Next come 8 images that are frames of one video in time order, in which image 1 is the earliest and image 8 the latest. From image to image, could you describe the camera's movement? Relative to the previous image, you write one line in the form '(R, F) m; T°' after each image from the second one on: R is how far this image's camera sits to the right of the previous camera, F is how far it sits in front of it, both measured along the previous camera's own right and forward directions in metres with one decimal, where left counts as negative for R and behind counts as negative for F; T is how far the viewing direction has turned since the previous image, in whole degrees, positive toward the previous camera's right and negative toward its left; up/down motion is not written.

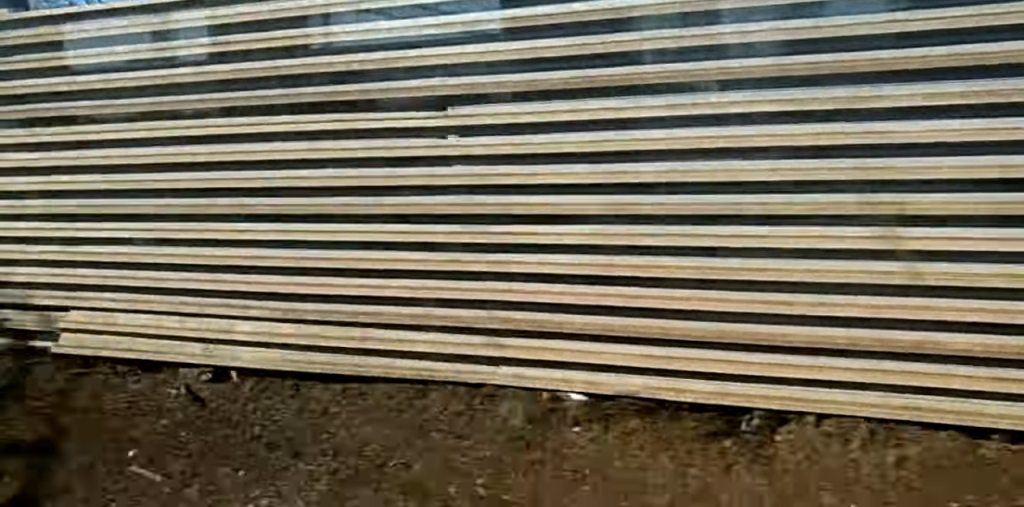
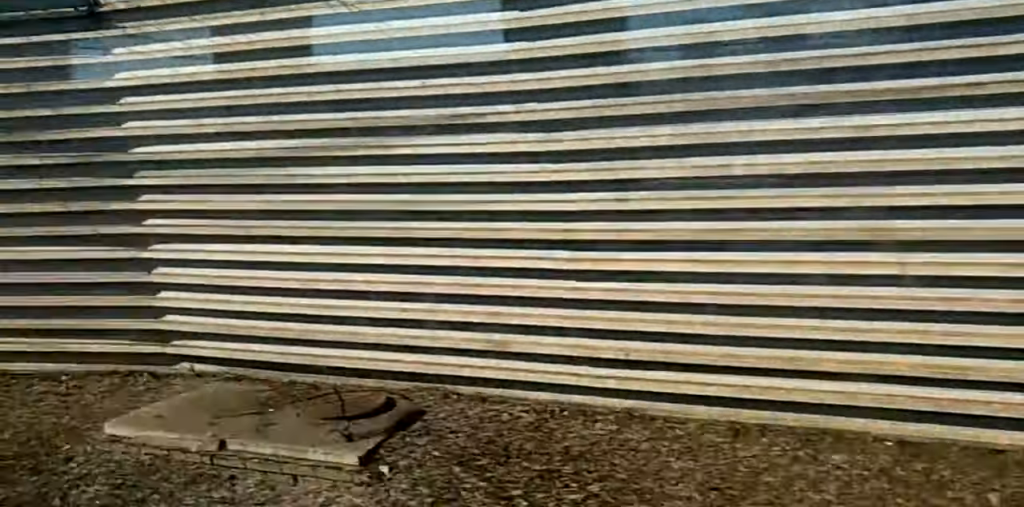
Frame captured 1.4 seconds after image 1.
(0.0, +28.2) m; 0°
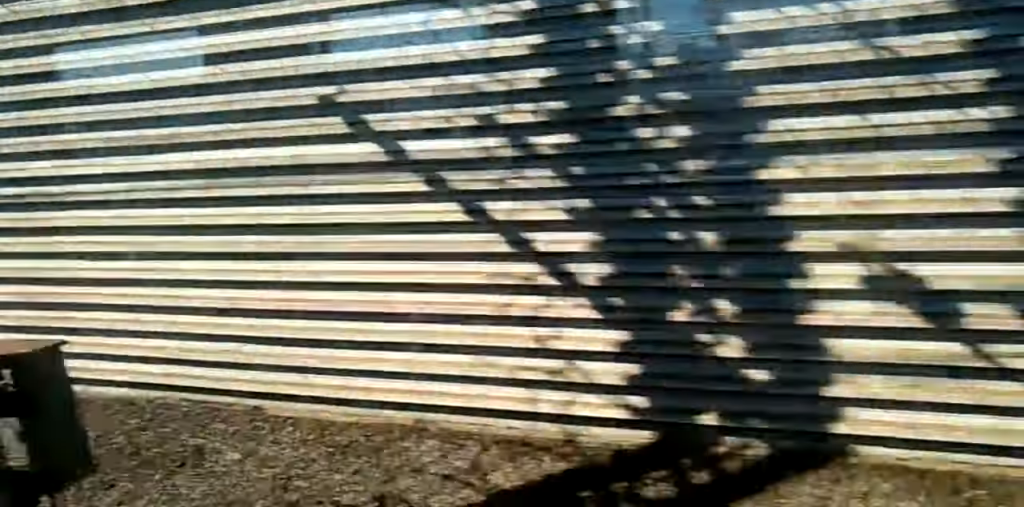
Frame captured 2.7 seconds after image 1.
(0.0, +27.5) m; 0°
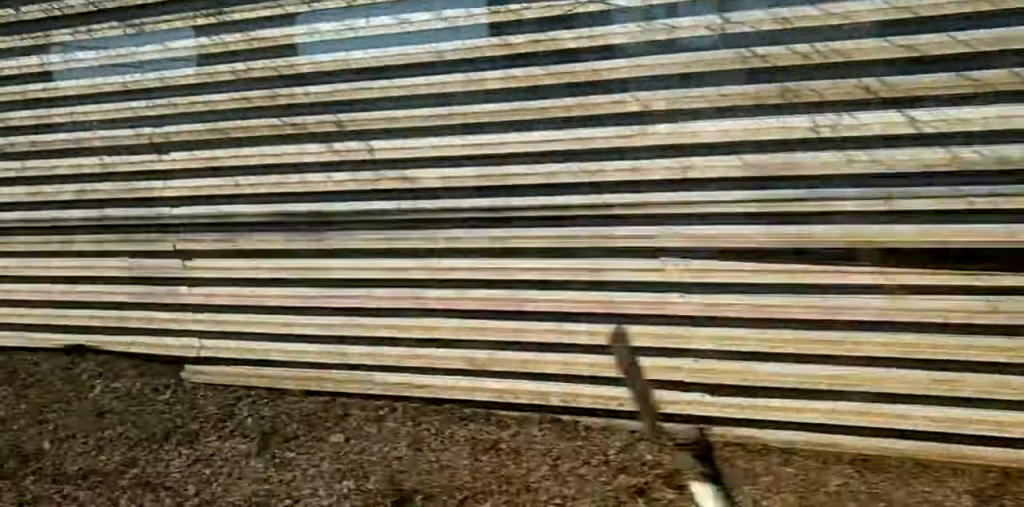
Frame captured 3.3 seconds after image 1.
(0.0, +13.4) m; 0°
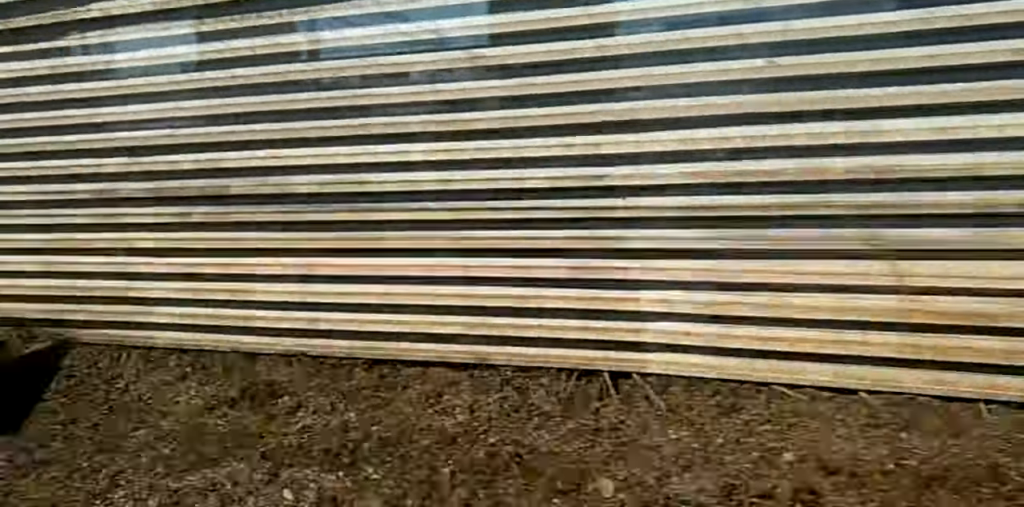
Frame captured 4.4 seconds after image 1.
(0.0, +23.6) m; -1°
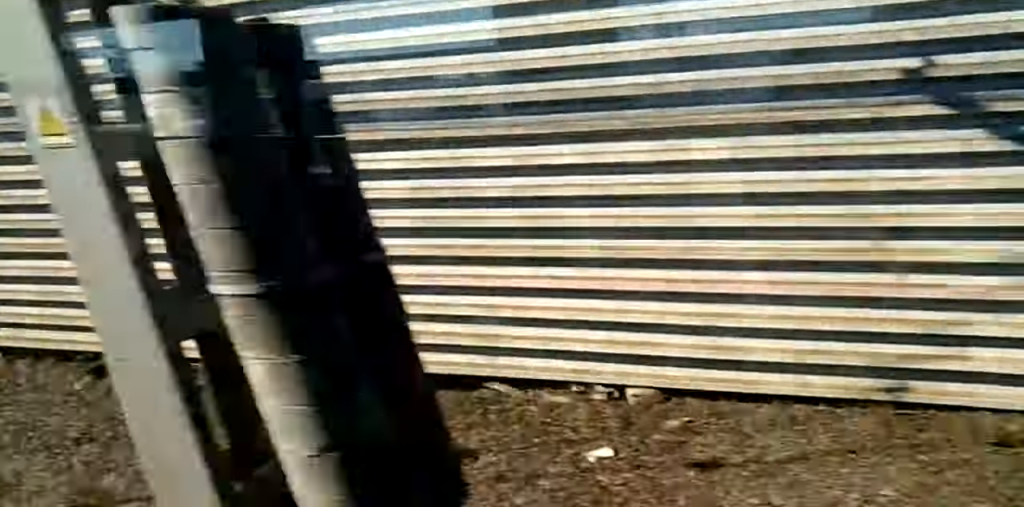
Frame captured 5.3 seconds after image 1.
(-0.3, +17.9) m; -1°
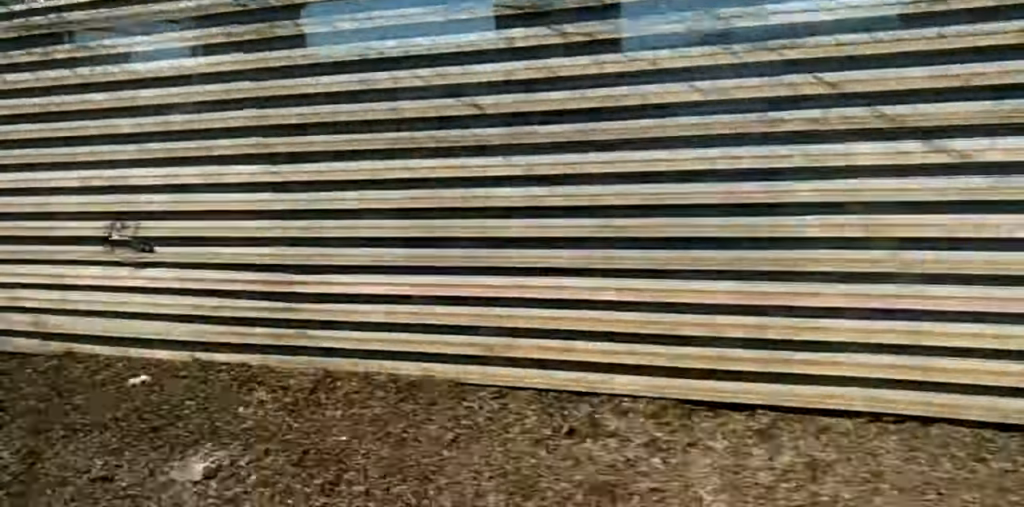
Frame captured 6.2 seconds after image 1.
(0.0, +19.7) m; 0°
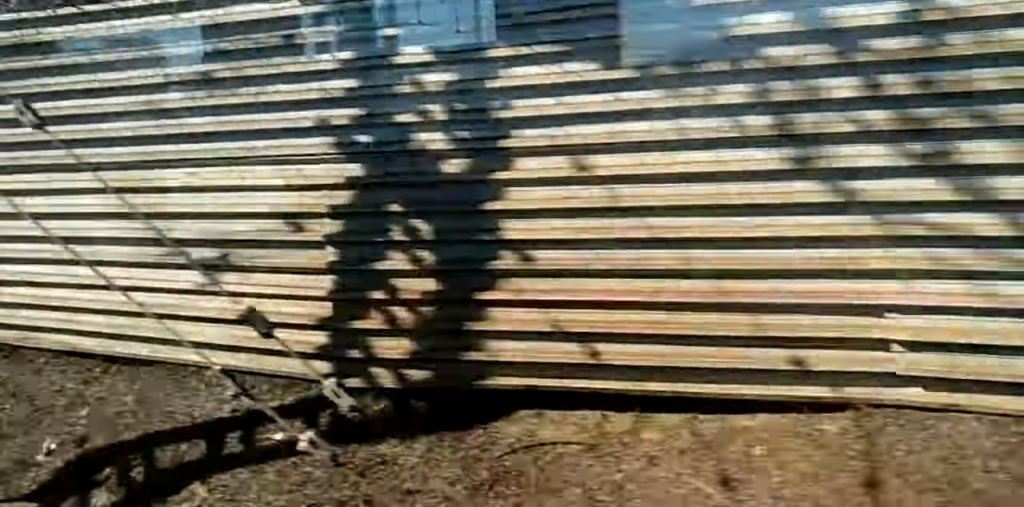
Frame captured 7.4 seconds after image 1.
(0.0, +25.0) m; 0°
